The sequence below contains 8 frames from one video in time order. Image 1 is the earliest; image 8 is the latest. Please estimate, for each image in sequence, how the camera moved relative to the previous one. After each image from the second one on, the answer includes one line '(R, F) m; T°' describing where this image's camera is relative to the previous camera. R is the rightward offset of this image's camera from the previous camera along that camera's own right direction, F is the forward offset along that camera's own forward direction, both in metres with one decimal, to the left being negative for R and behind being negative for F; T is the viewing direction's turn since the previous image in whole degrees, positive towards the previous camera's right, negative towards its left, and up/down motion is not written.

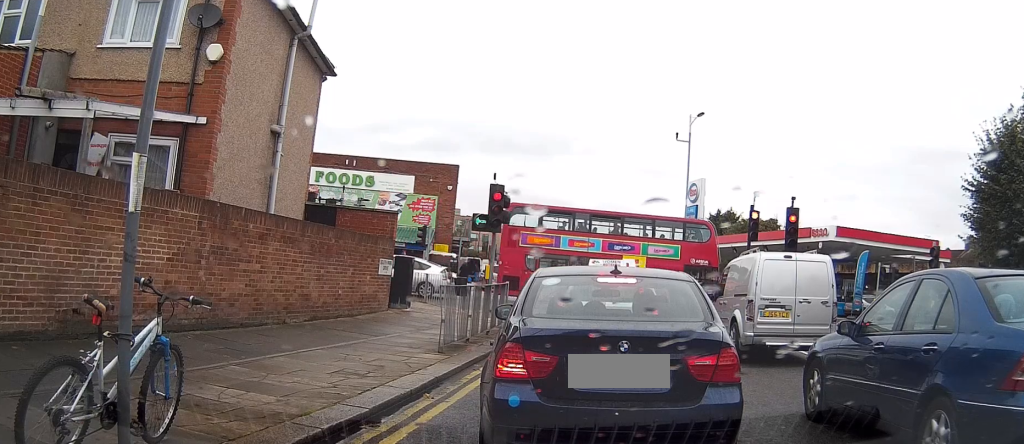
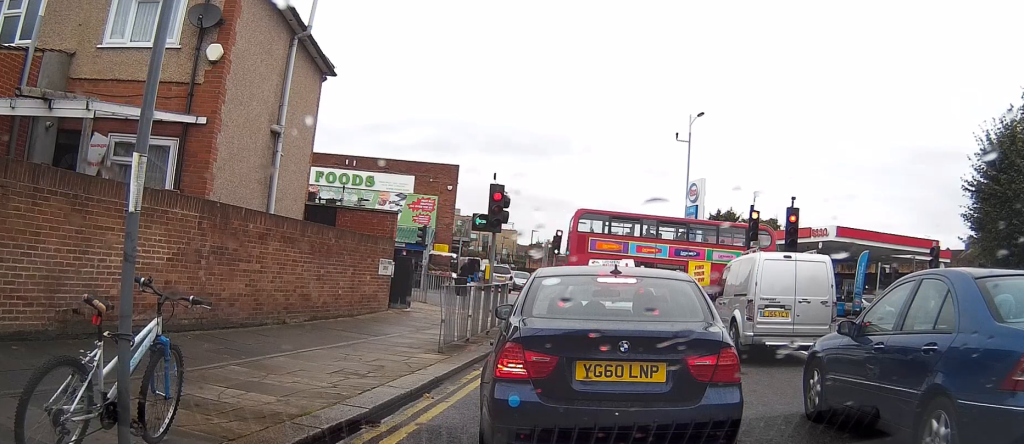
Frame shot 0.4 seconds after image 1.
(0.0, 0.0) m; 0°
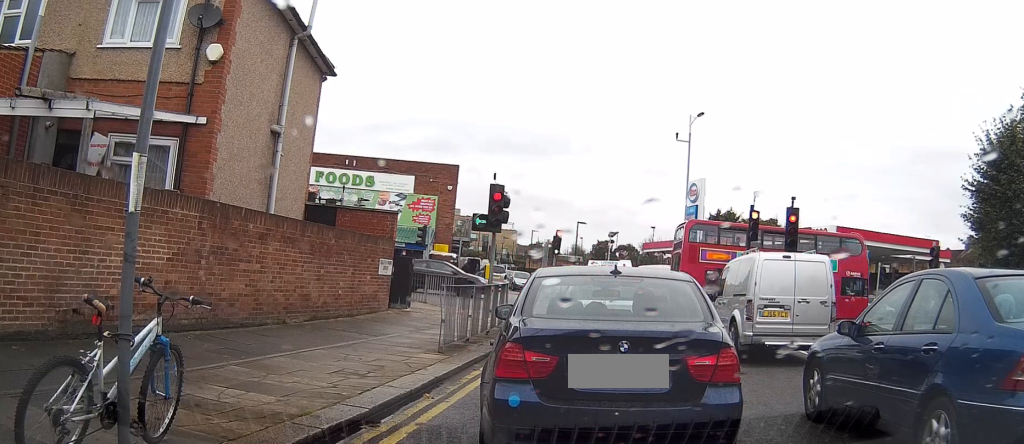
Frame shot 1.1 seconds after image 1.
(0.0, 0.0) m; 0°
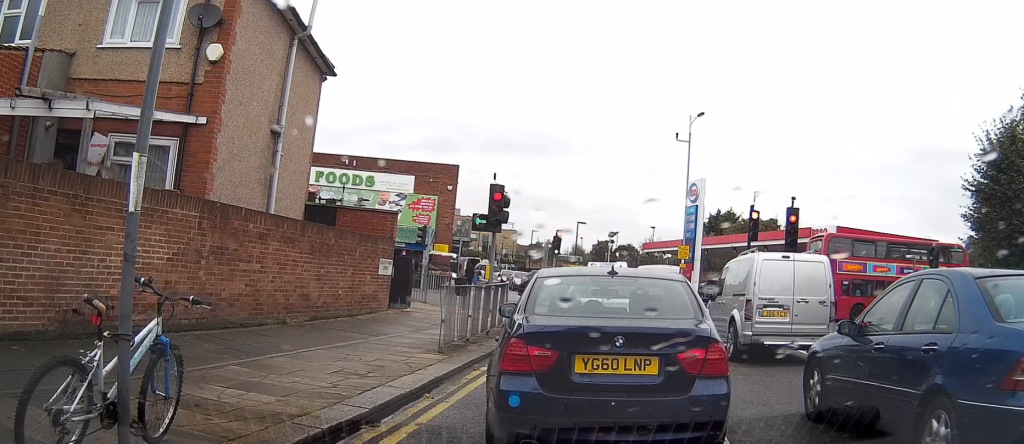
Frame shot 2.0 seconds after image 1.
(0.0, 0.0) m; 0°
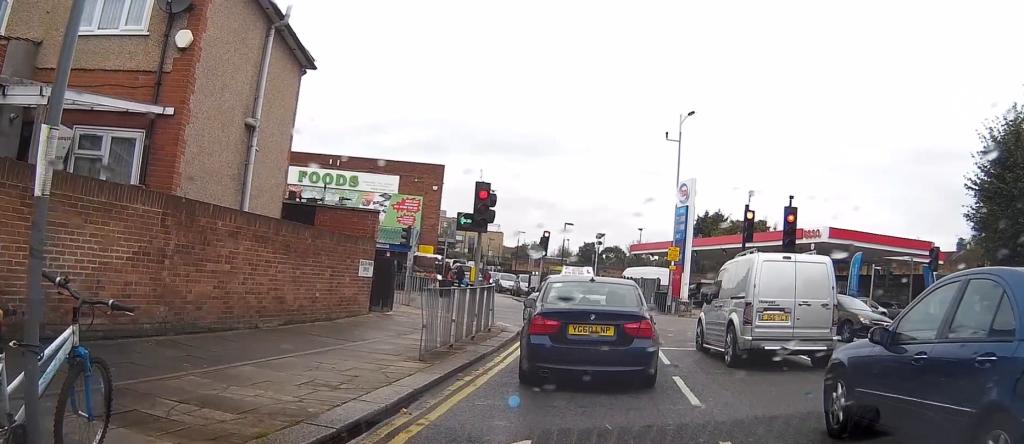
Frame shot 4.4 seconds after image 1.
(0.0, +0.8) m; 0°
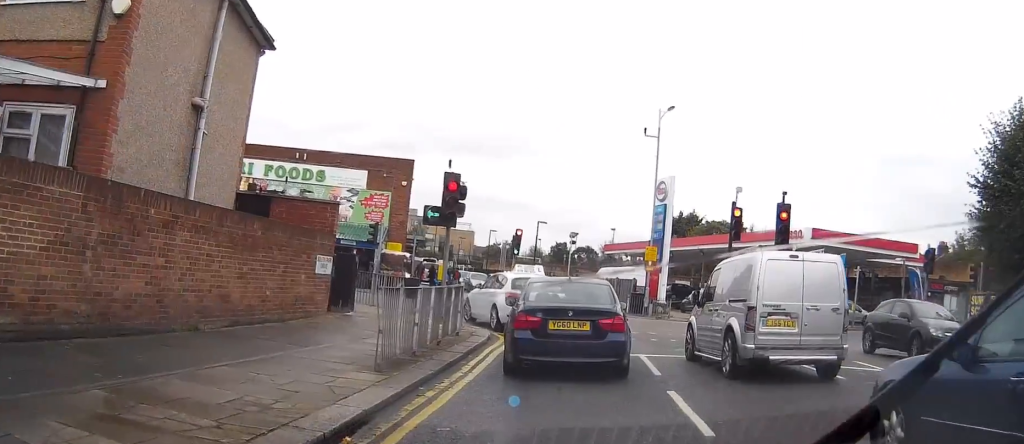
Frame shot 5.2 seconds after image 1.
(0.0, +1.4) m; +1°
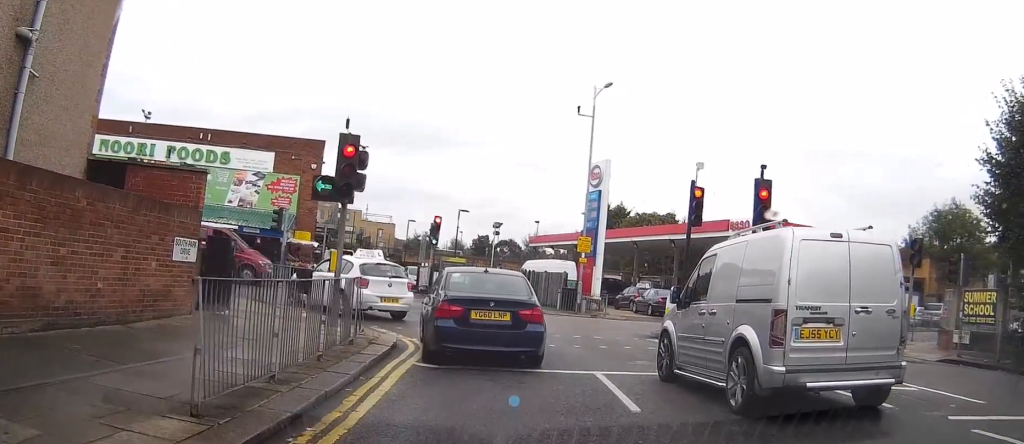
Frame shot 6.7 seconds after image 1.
(+0.1, +3.3) m; +3°
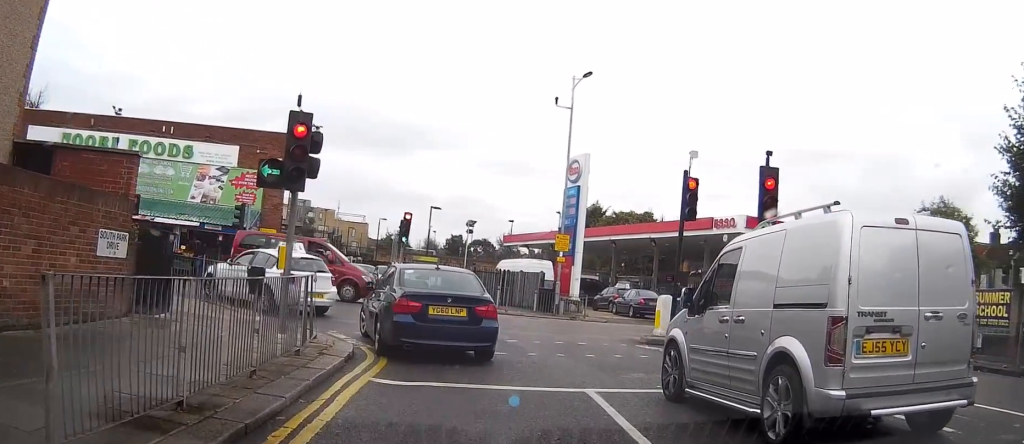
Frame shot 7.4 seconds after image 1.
(0.0, +1.7) m; +2°
